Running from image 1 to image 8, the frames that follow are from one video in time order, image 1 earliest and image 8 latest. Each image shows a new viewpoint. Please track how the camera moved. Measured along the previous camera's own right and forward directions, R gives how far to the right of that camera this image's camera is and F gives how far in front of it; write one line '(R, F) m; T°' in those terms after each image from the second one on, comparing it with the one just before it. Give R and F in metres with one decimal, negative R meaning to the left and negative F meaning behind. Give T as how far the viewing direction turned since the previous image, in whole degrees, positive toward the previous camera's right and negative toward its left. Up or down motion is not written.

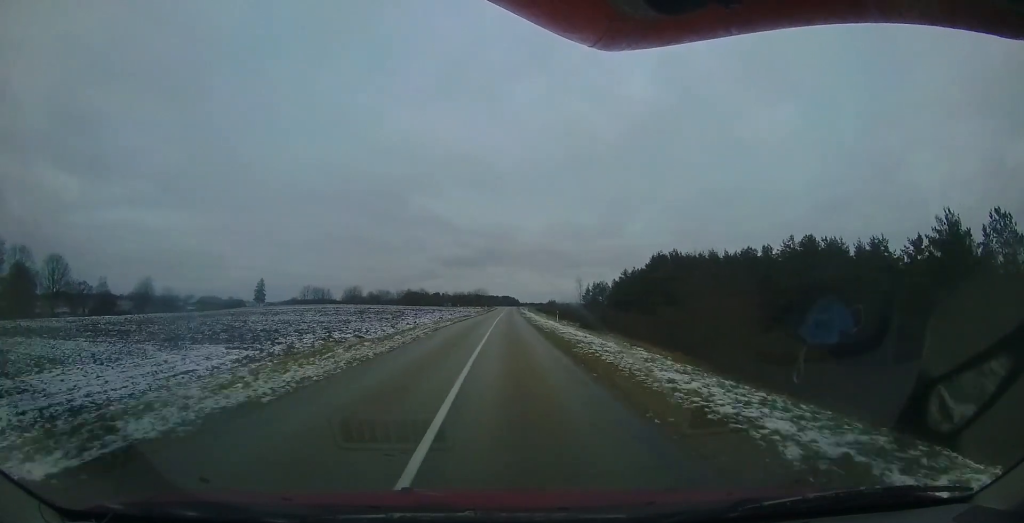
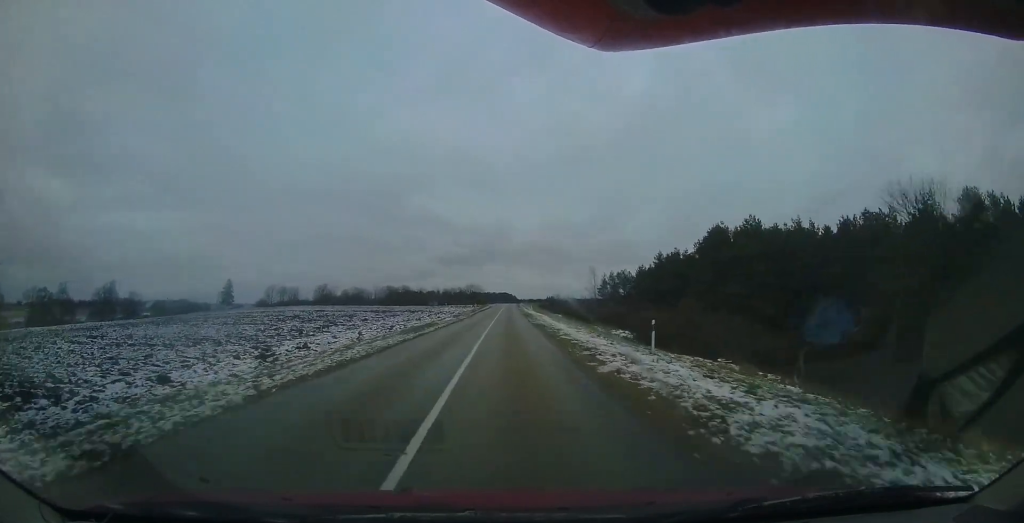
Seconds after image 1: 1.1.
(+0.4, +21.0) m; +1°
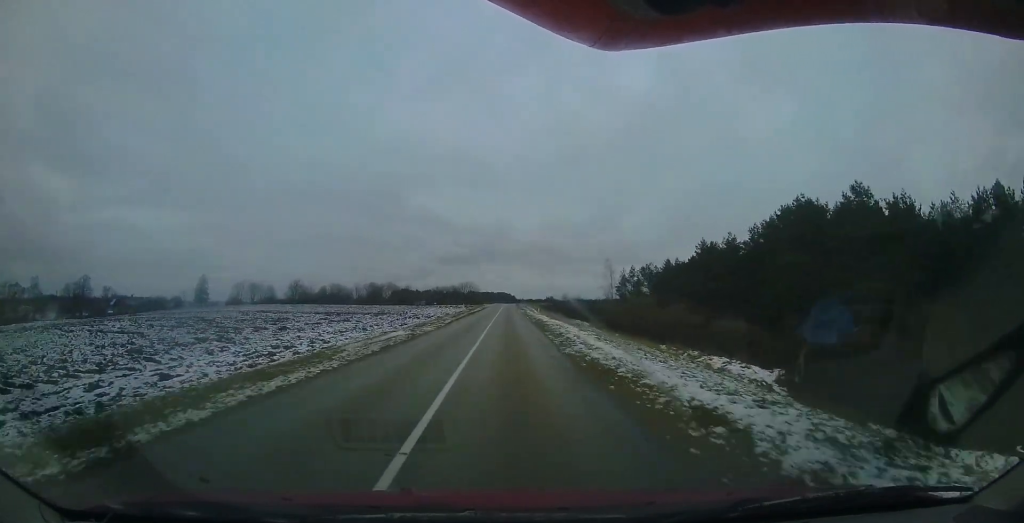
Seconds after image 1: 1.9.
(-0.1, +14.9) m; +1°
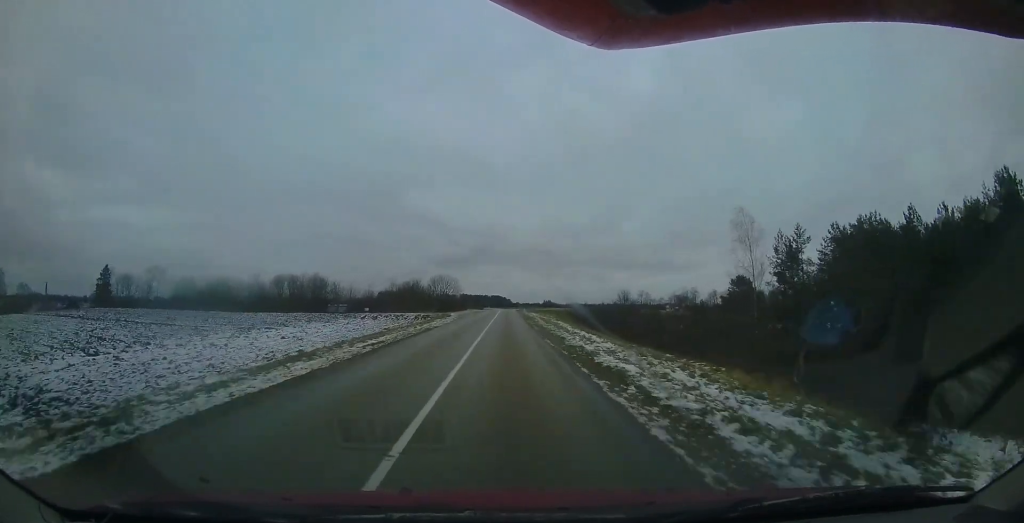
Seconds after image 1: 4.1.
(+0.7, +43.8) m; +1°
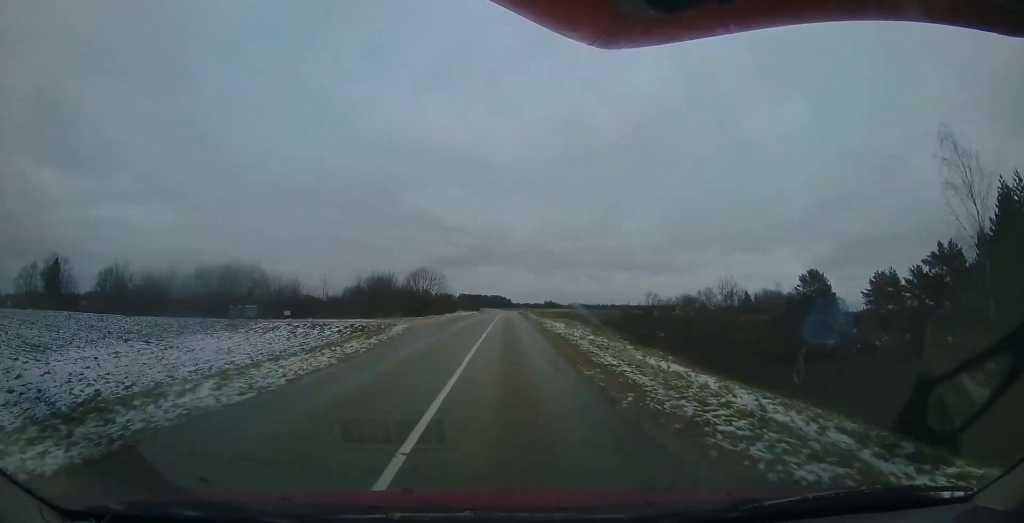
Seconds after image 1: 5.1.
(+0.4, +19.1) m; +1°
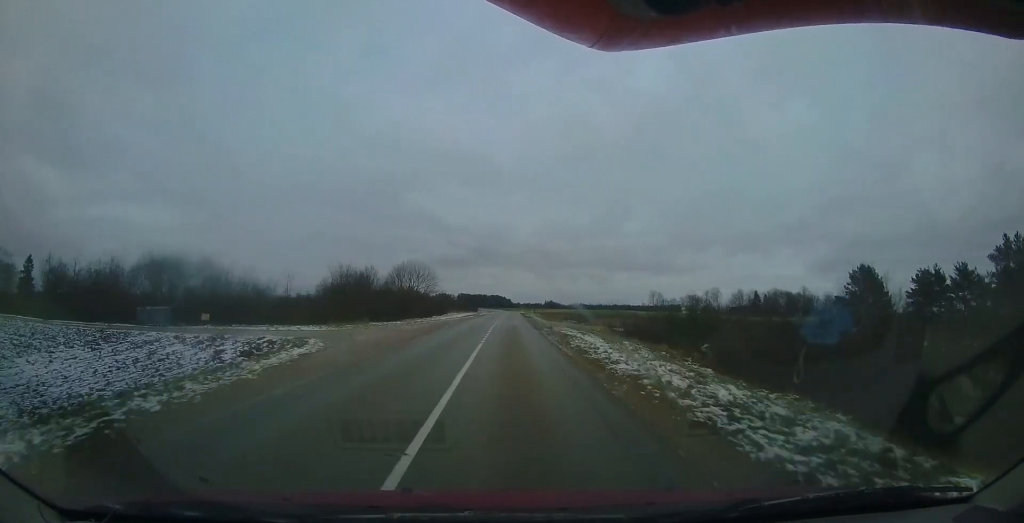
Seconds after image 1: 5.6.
(0.0, +9.9) m; 0°
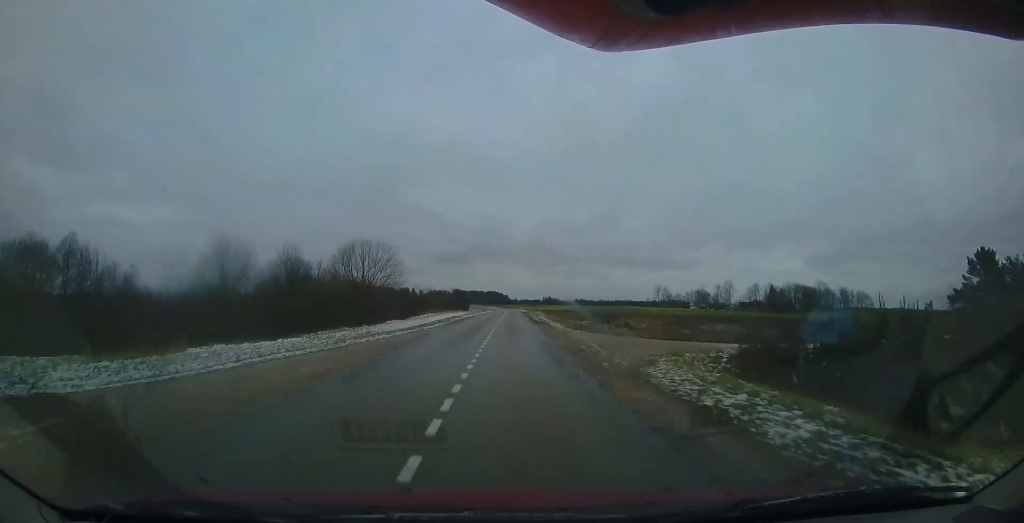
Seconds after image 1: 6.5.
(-0.2, +18.6) m; -1°
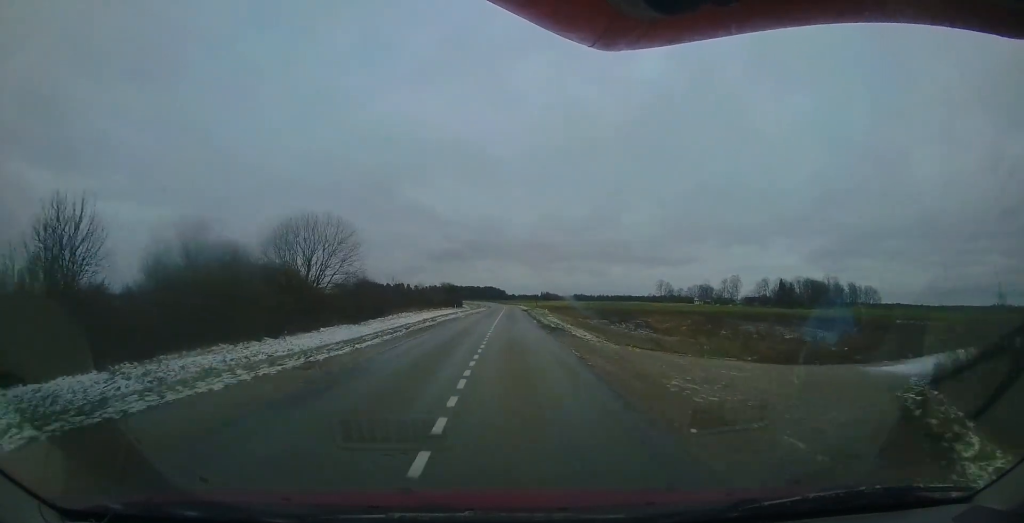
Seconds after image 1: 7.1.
(-0.1, +11.3) m; 0°
